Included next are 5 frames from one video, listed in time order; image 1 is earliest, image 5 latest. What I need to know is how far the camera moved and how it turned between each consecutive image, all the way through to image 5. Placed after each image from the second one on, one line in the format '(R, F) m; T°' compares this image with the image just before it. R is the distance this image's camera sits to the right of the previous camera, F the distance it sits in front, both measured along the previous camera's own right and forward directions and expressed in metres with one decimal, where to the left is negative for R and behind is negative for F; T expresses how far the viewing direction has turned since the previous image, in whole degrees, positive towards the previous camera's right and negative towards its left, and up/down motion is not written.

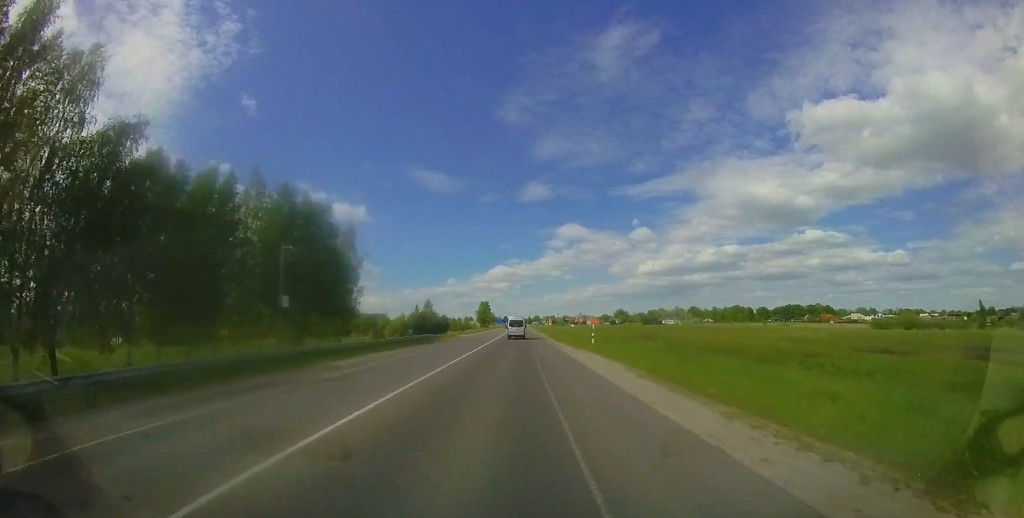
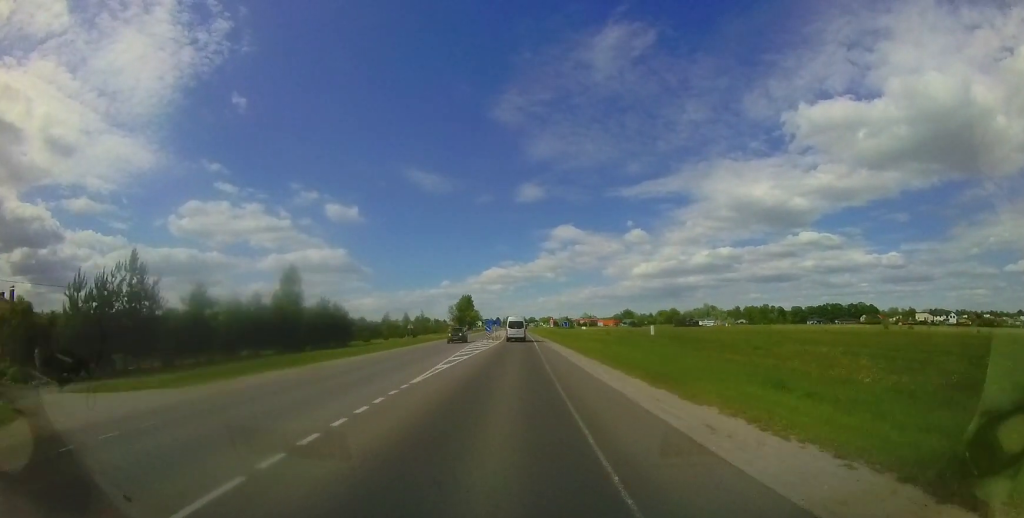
(+1.9, +60.8) m; +1°
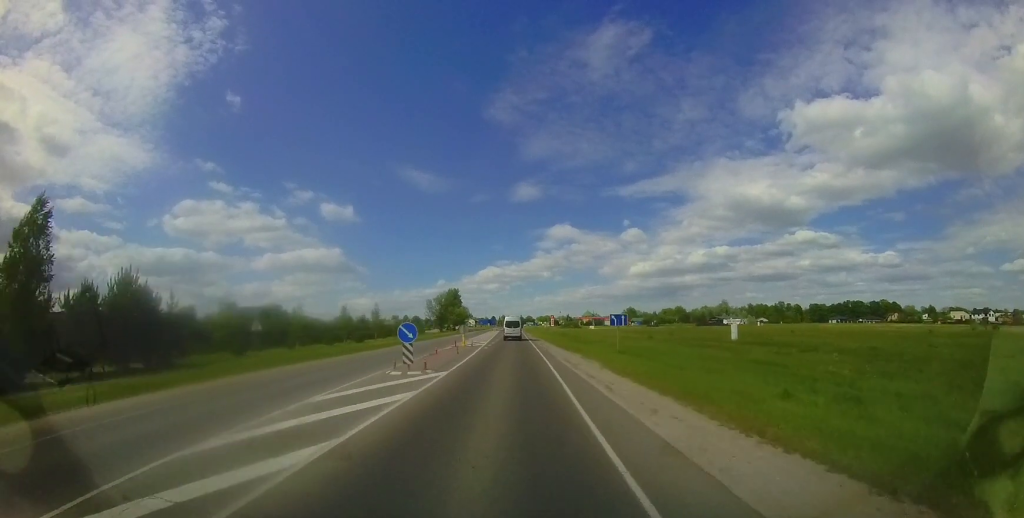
(-0.3, +28.3) m; -1°
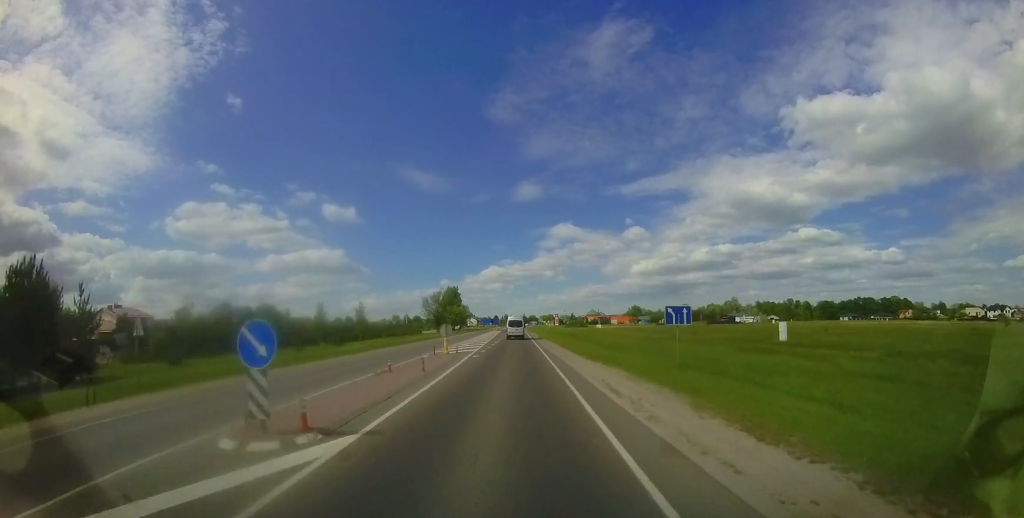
(0.0, +7.7) m; +1°
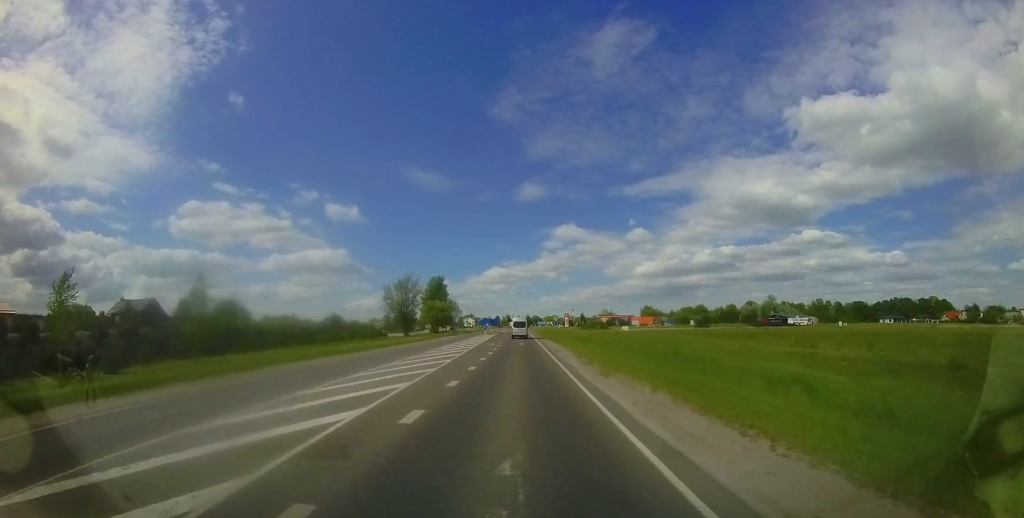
(+0.8, +33.0) m; +1°
